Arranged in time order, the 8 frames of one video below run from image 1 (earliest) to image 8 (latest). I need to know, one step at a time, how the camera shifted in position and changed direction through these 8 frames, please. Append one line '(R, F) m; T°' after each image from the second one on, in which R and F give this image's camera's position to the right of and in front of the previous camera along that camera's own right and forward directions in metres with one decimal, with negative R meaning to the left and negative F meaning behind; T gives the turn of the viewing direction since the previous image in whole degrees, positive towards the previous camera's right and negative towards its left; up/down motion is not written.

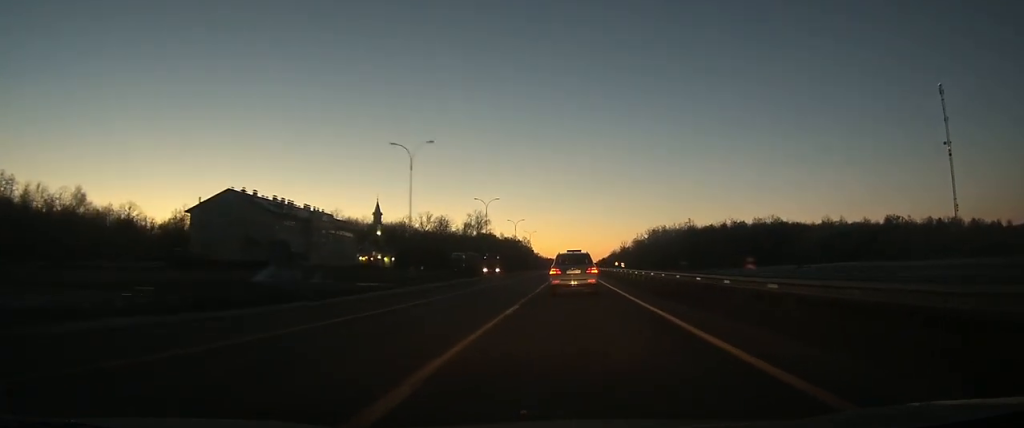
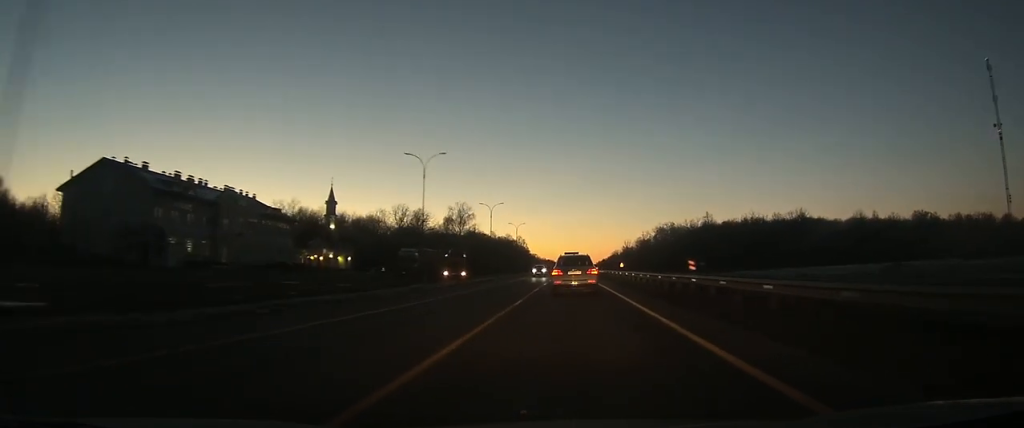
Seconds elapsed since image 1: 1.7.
(+0.1, +32.4) m; 0°
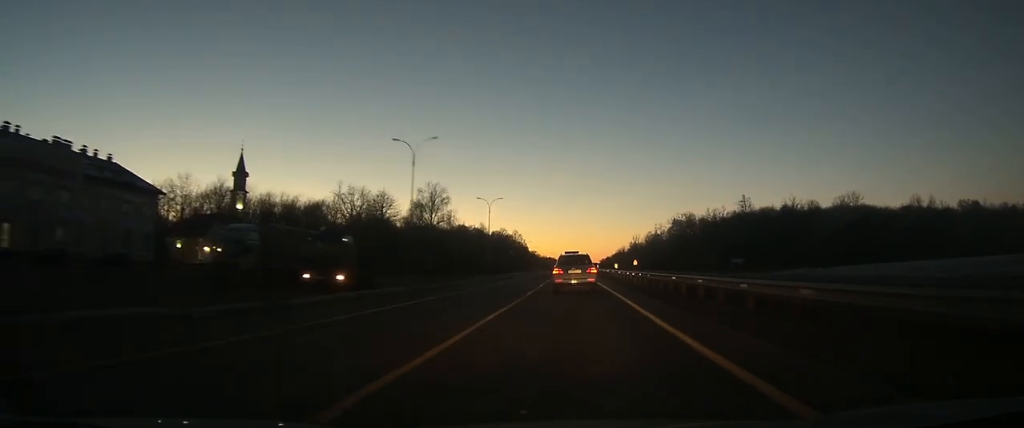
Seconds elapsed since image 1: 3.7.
(+0.2, +40.5) m; +1°
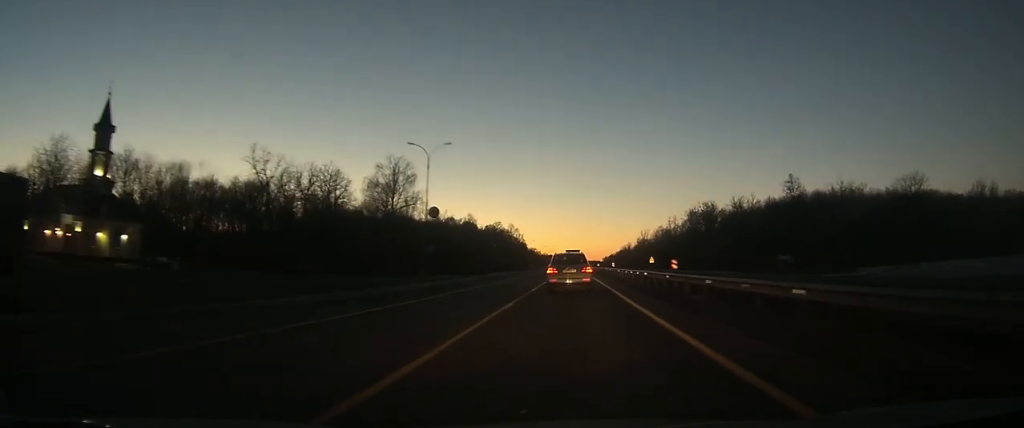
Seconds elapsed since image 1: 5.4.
(+0.1, +33.0) m; 0°
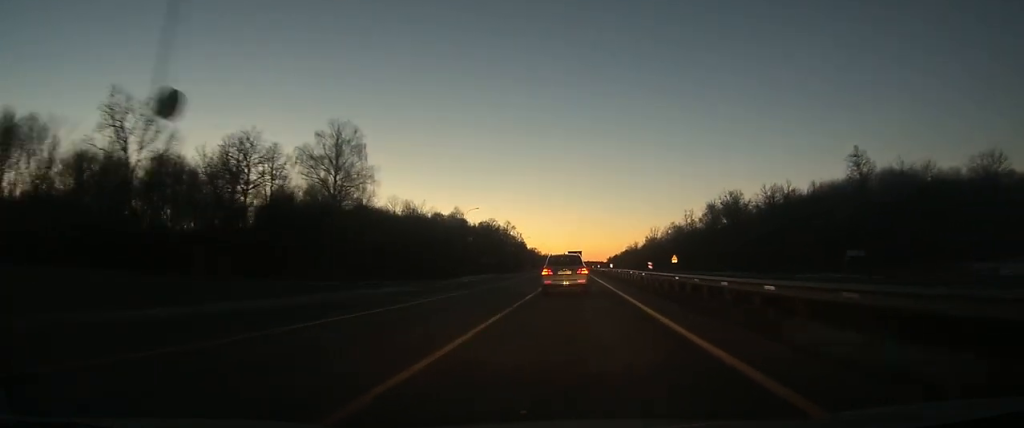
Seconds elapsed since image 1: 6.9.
(0.0, +29.2) m; -1°
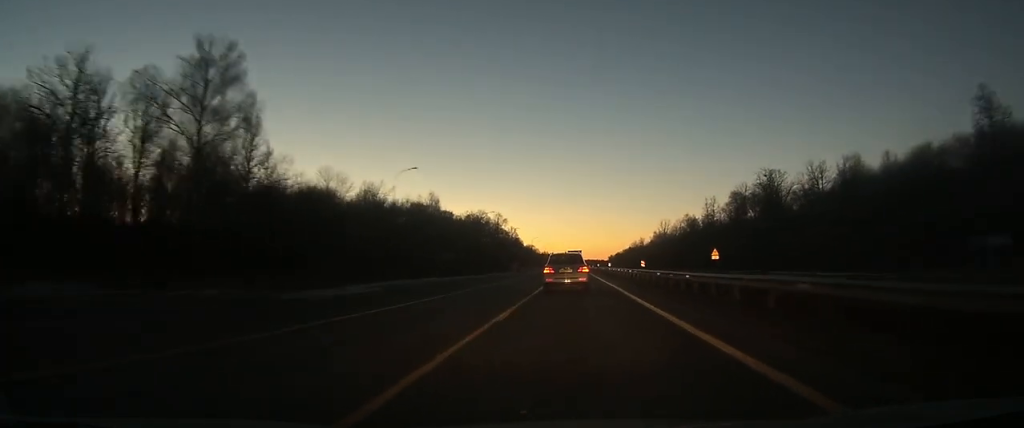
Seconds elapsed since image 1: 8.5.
(-0.4, +33.6) m; -1°
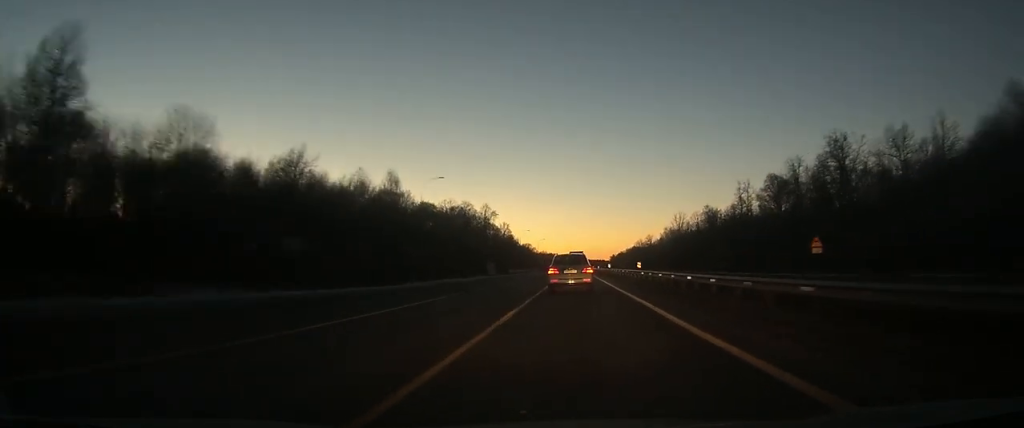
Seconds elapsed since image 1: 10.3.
(0.0, +35.3) m; 0°
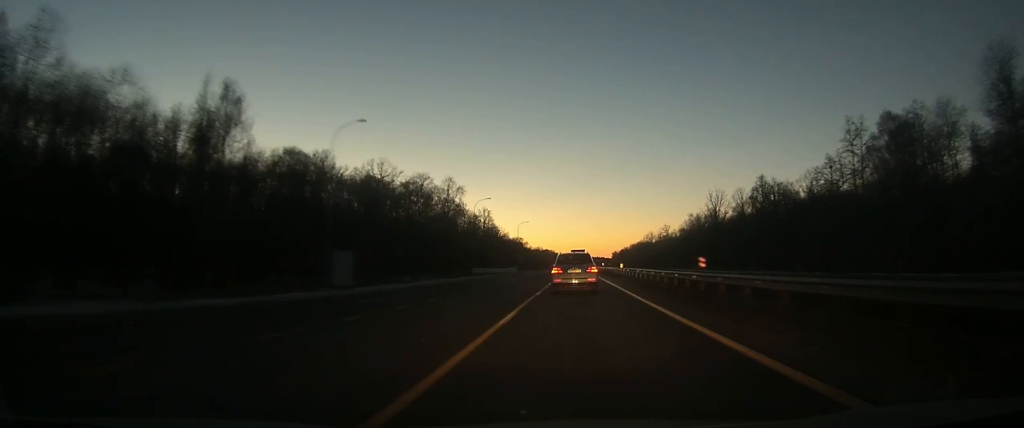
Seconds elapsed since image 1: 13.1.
(-0.1, +59.0) m; 0°
